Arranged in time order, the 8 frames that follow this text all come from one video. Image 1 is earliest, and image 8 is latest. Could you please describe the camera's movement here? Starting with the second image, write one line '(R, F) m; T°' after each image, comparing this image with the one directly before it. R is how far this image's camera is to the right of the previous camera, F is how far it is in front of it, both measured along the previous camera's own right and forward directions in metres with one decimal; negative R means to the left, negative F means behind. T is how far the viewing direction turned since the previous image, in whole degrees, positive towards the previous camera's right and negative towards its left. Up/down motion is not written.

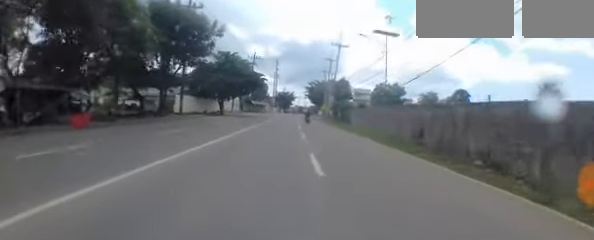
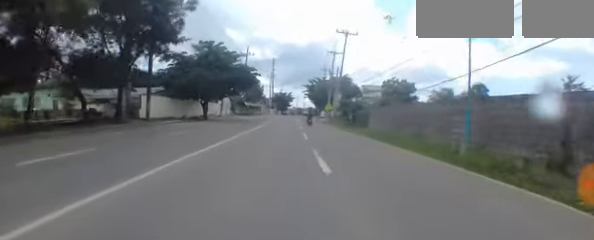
(+0.1, +8.6) m; +1°
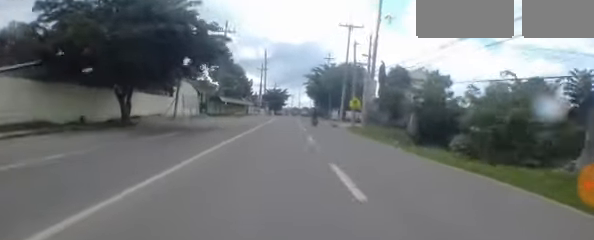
(0.0, +19.9) m; +1°
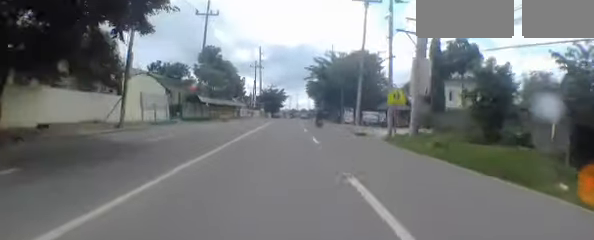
(0.0, +10.5) m; +1°
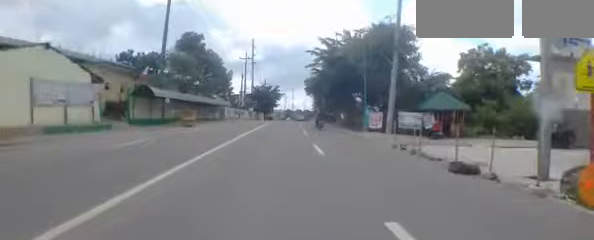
(+0.1, +11.1) m; +1°
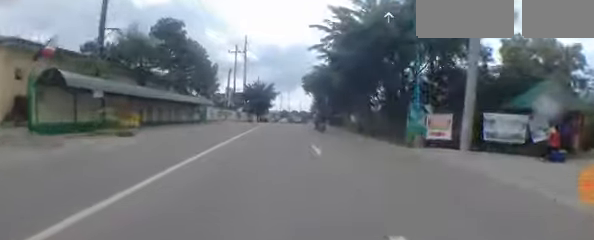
(0.0, +9.6) m; +1°
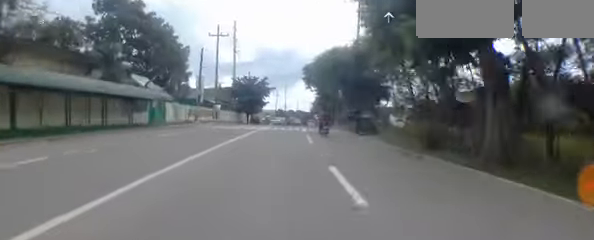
(+0.1, +13.3) m; +2°
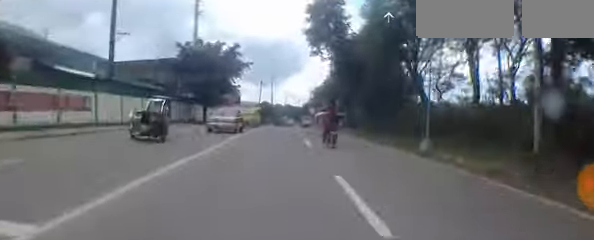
(+0.4, +27.4) m; 0°
